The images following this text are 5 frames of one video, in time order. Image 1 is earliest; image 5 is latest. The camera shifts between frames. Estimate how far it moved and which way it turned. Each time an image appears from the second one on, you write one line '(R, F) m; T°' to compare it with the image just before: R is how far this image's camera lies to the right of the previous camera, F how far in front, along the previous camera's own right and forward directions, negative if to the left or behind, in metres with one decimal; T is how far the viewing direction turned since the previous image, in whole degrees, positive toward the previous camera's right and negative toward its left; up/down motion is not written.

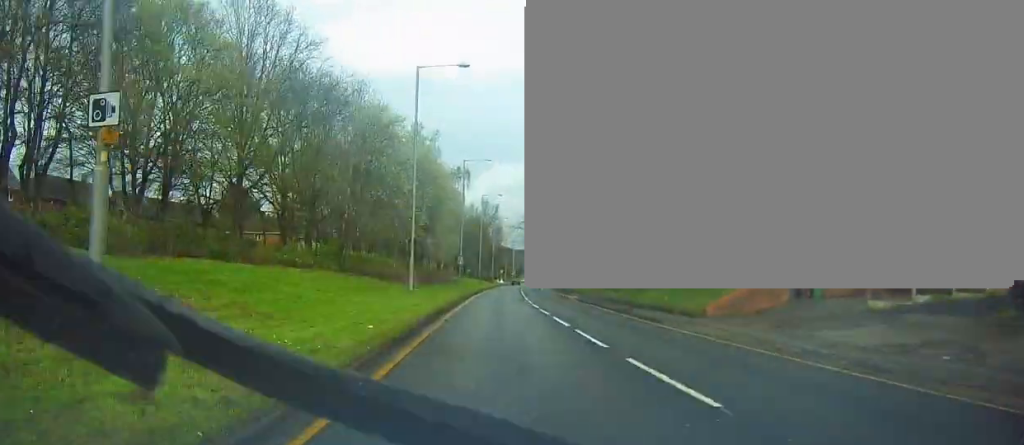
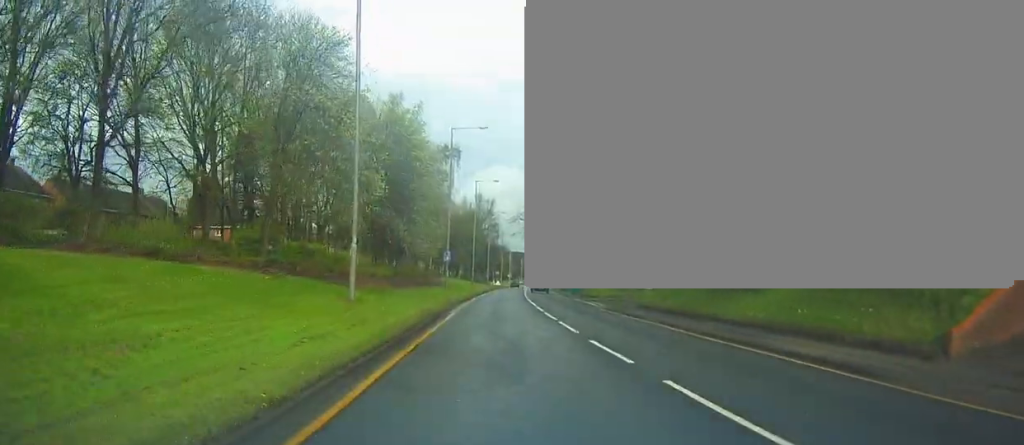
(-0.2, +14.1) m; -1°
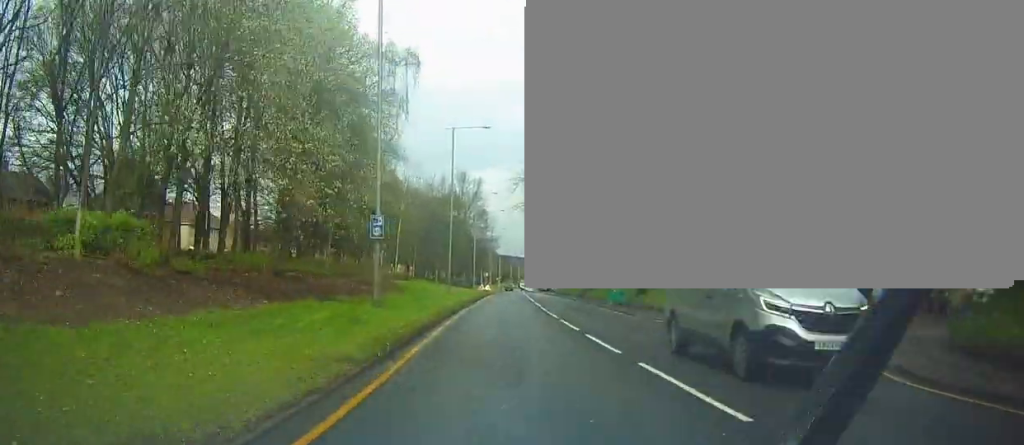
(+0.5, +28.3) m; +2°
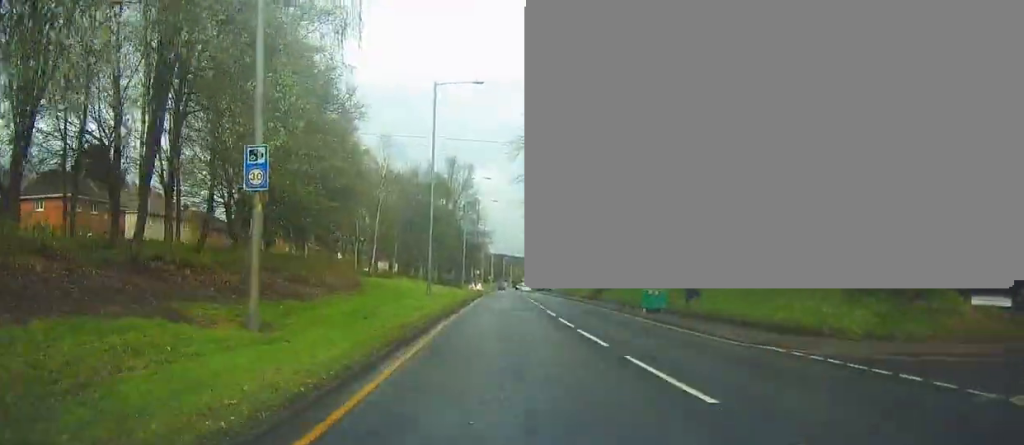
(-0.1, +10.7) m; +1°
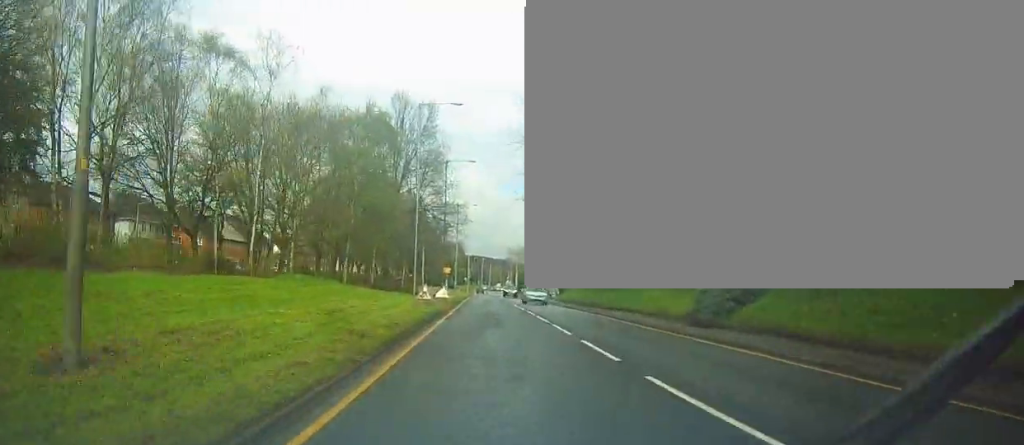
(+0.5, +31.3) m; -1°
